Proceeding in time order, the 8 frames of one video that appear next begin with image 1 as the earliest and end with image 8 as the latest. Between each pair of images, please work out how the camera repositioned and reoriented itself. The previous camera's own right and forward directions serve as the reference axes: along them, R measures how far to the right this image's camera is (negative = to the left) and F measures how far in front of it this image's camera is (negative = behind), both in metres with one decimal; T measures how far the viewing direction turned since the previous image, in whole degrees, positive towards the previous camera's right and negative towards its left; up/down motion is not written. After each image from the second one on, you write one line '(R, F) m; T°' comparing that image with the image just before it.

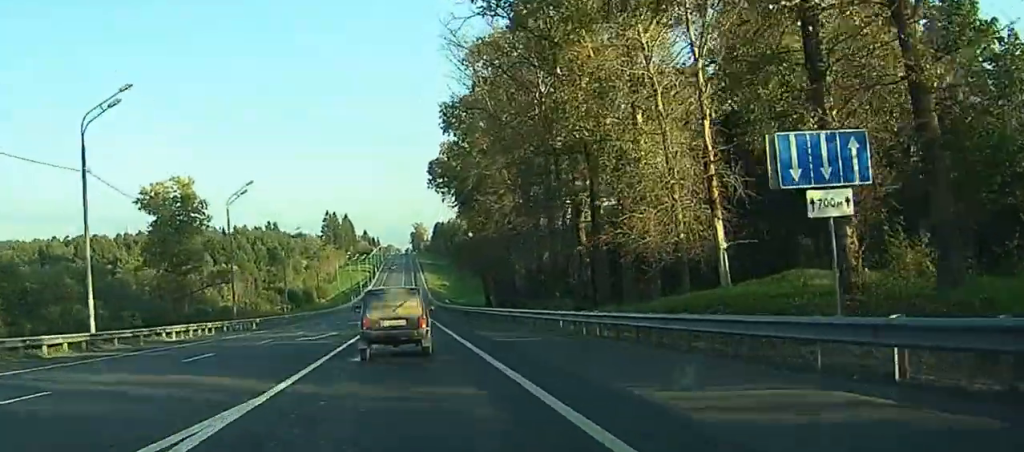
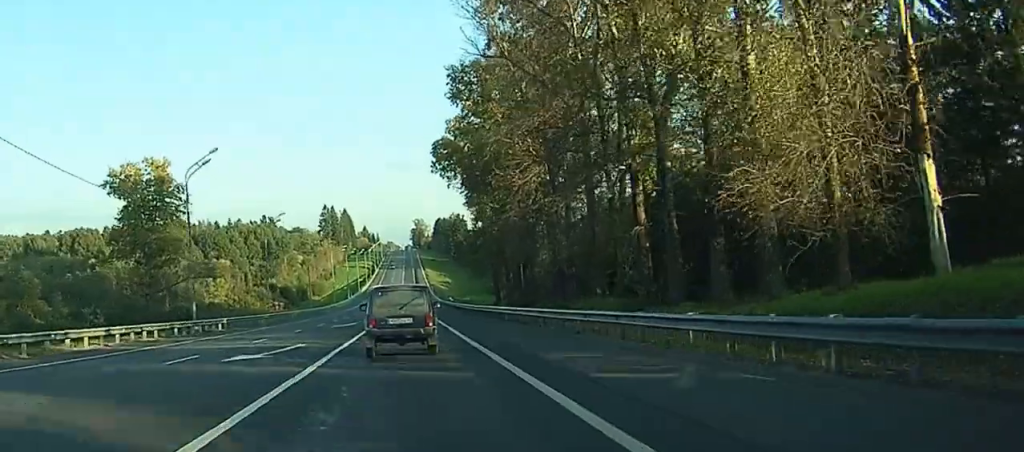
(+1.0, +15.3) m; +4°
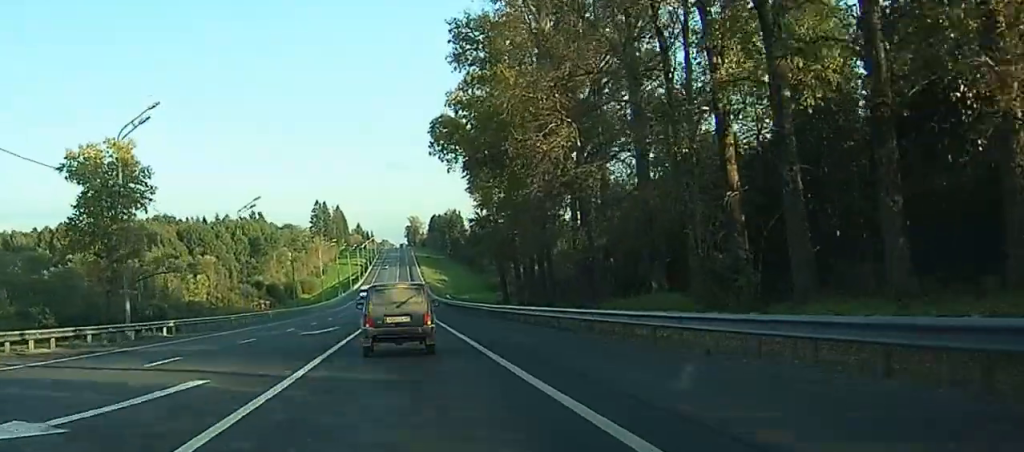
(0.0, +13.3) m; 0°
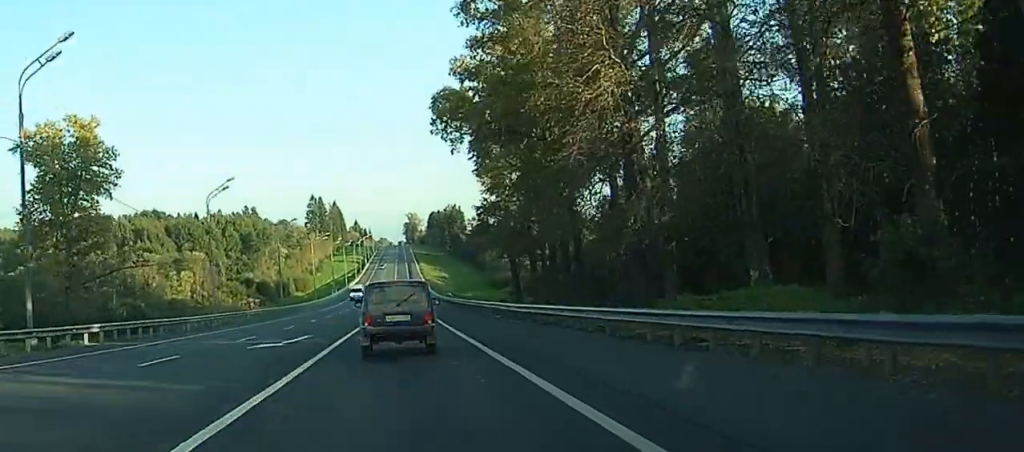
(0.0, +12.0) m; 0°
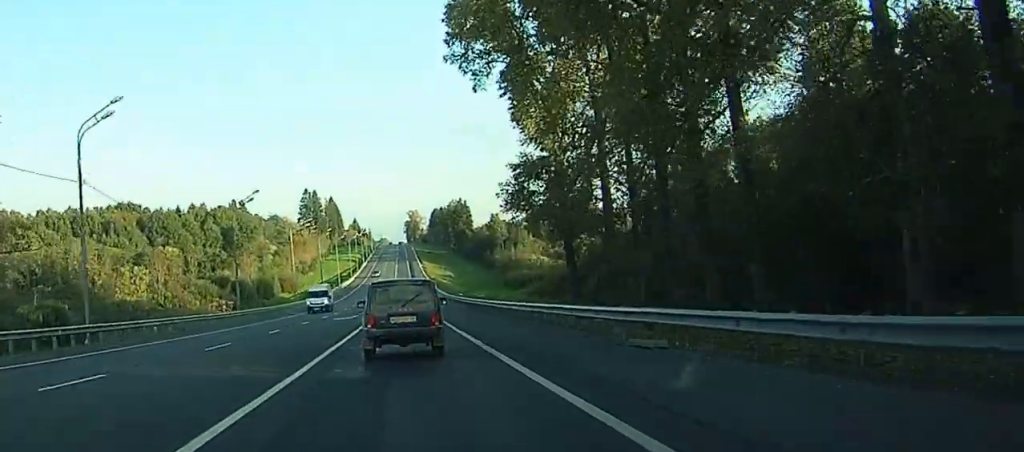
(+0.1, +28.5) m; 0°
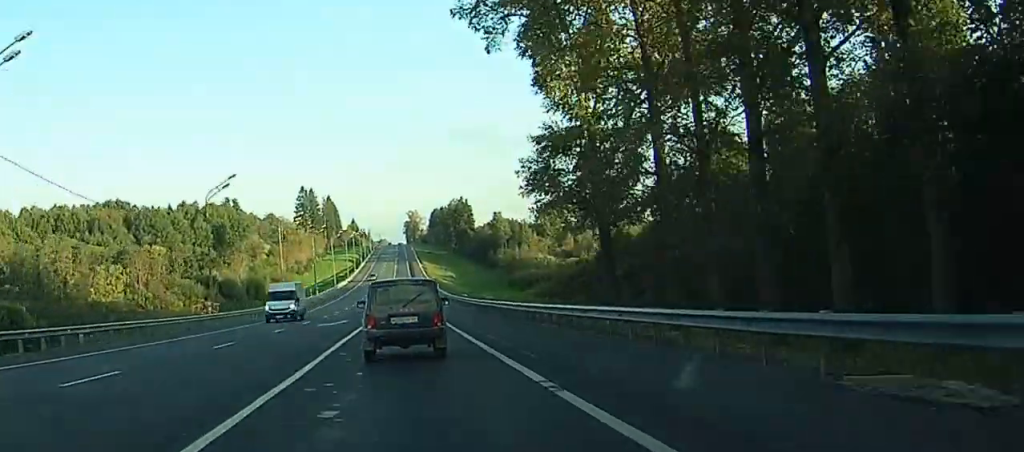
(0.0, +10.7) m; 0°
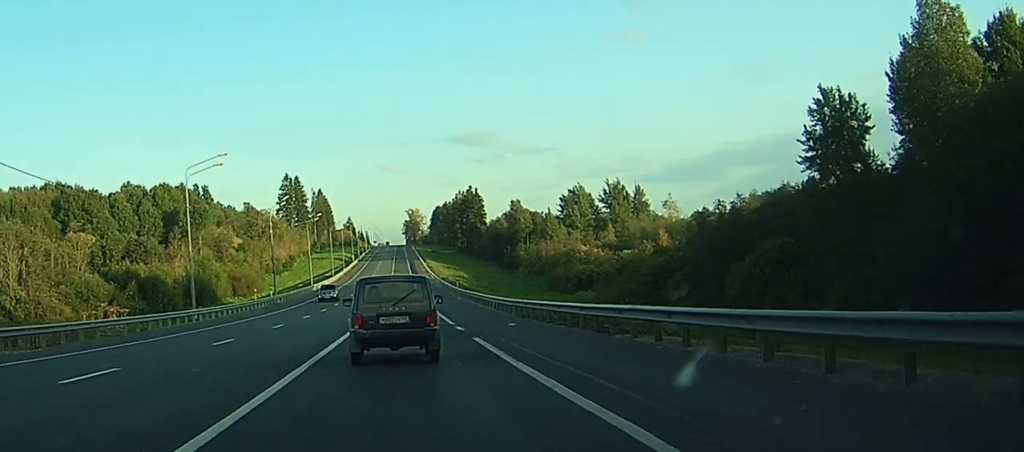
(0.0, +47.6) m; 0°
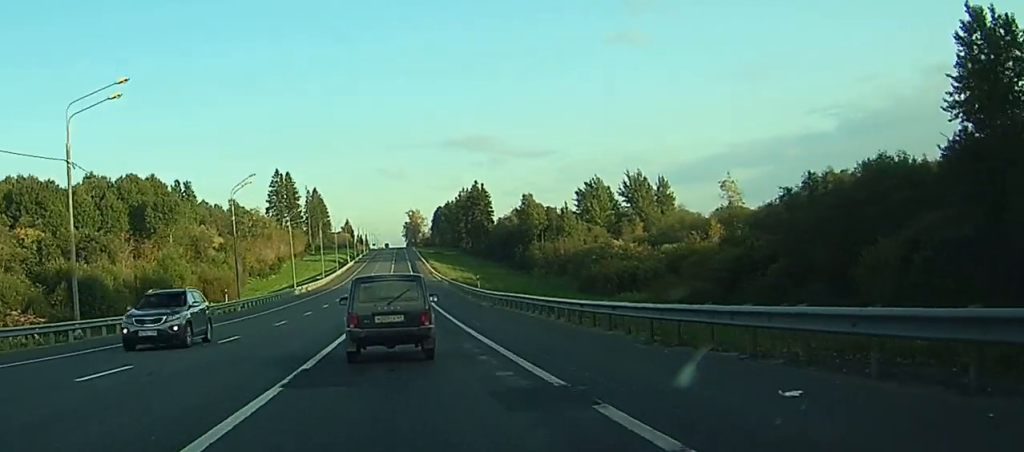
(+0.1, +23.0) m; 0°
